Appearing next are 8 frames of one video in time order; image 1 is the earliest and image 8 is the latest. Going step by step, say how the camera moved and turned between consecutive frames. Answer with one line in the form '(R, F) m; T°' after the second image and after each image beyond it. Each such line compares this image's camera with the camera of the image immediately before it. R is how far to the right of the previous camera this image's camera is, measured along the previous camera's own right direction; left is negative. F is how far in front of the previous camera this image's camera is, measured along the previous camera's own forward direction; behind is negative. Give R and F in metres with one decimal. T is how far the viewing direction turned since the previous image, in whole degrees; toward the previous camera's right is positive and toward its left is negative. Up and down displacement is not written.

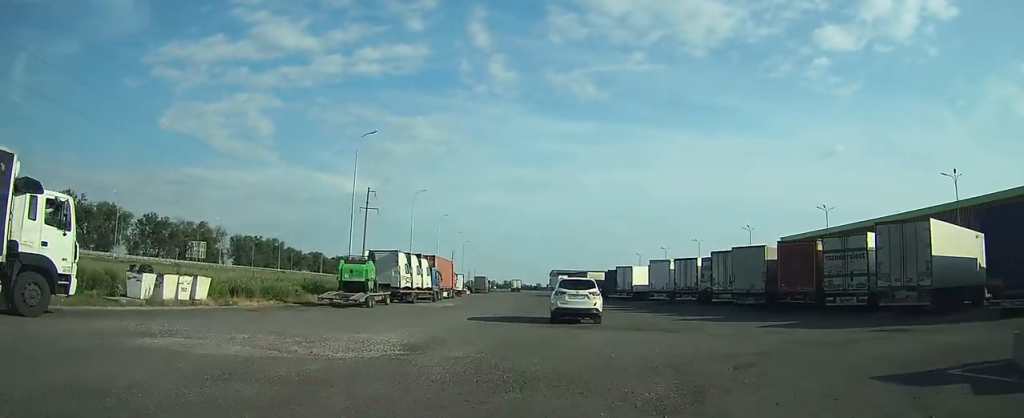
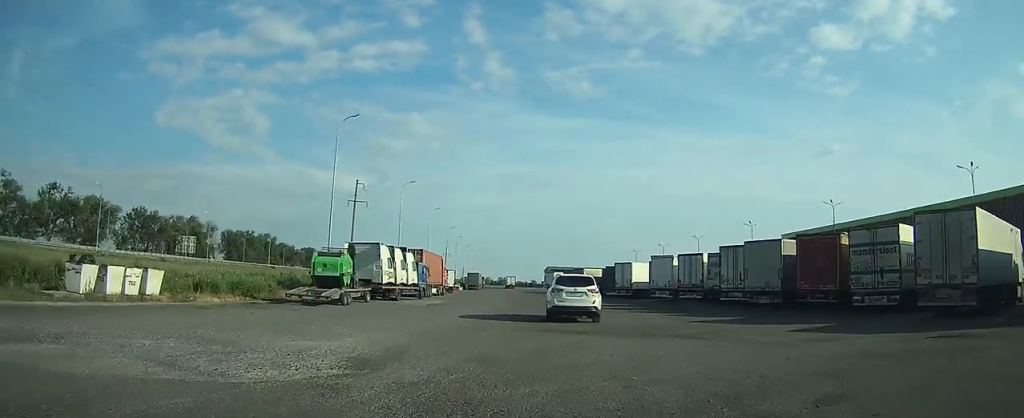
(0.0, +3.4) m; +1°
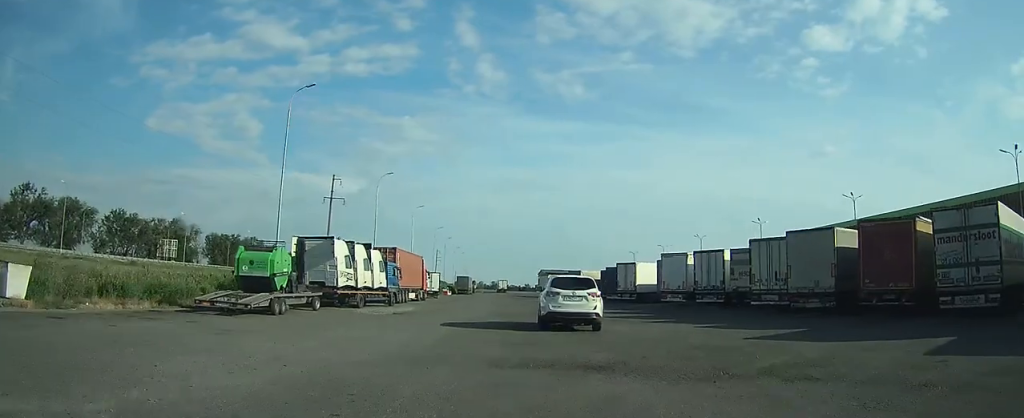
(+0.1, +7.0) m; +2°
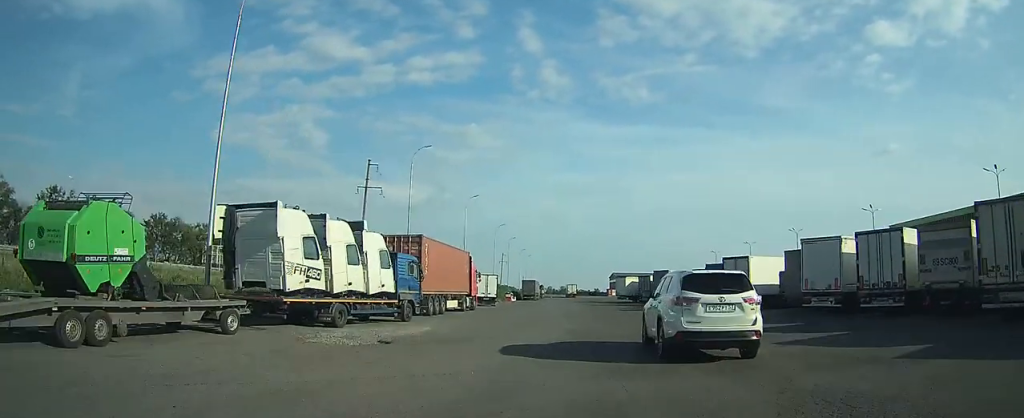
(+0.2, +12.1) m; -1°
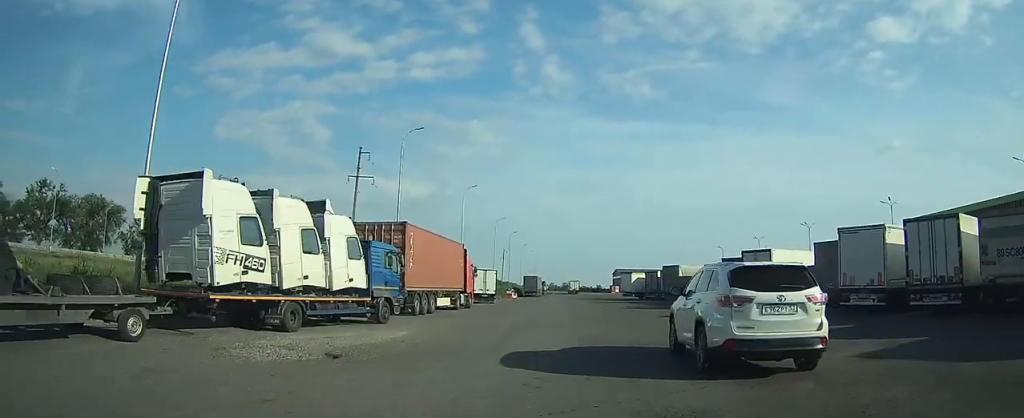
(-0.1, +3.6) m; -1°
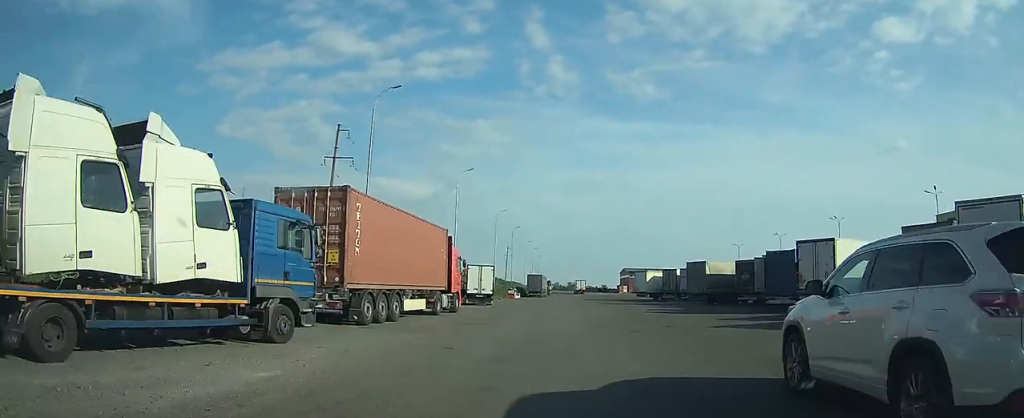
(-0.1, +7.5) m; -1°
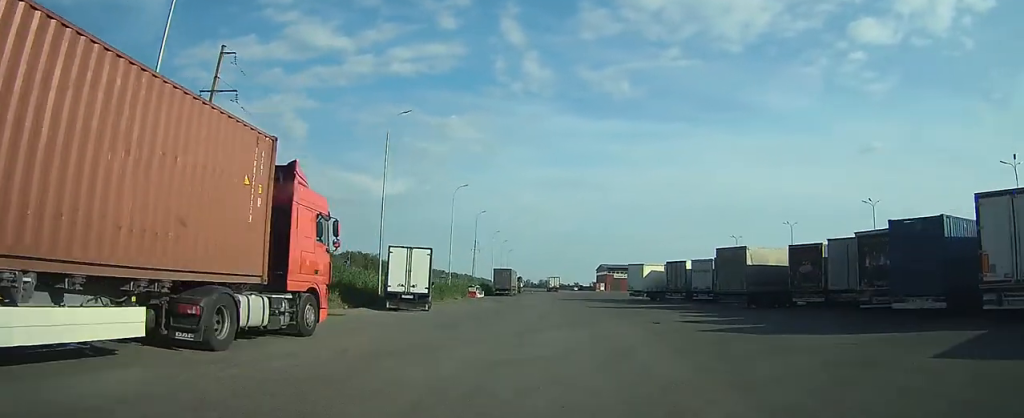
(-0.1, +15.8) m; +1°
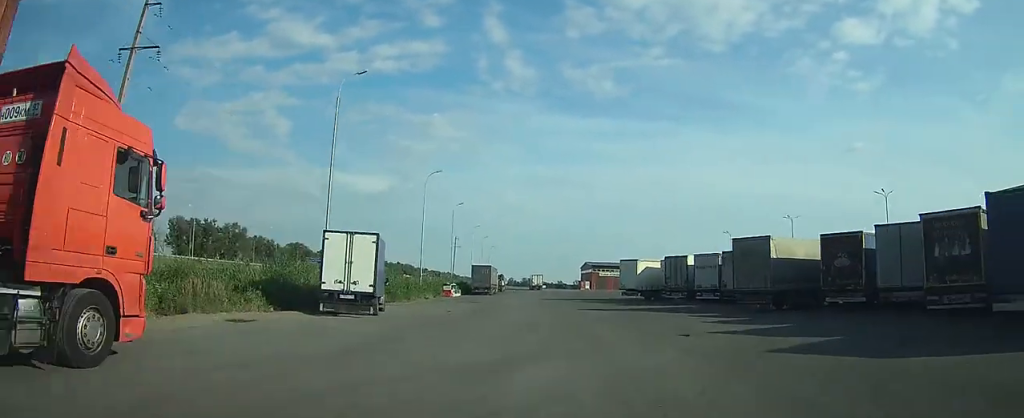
(0.0, +6.2) m; +1°
